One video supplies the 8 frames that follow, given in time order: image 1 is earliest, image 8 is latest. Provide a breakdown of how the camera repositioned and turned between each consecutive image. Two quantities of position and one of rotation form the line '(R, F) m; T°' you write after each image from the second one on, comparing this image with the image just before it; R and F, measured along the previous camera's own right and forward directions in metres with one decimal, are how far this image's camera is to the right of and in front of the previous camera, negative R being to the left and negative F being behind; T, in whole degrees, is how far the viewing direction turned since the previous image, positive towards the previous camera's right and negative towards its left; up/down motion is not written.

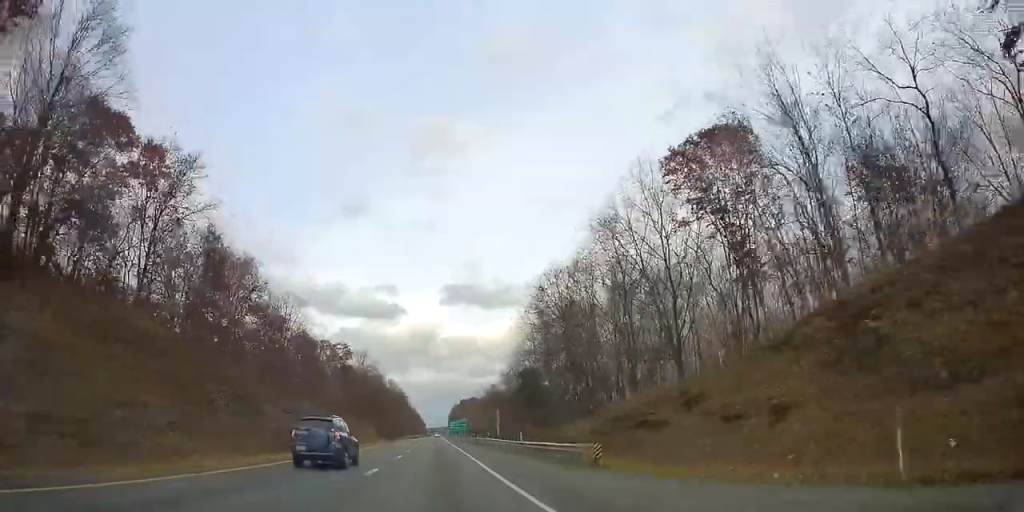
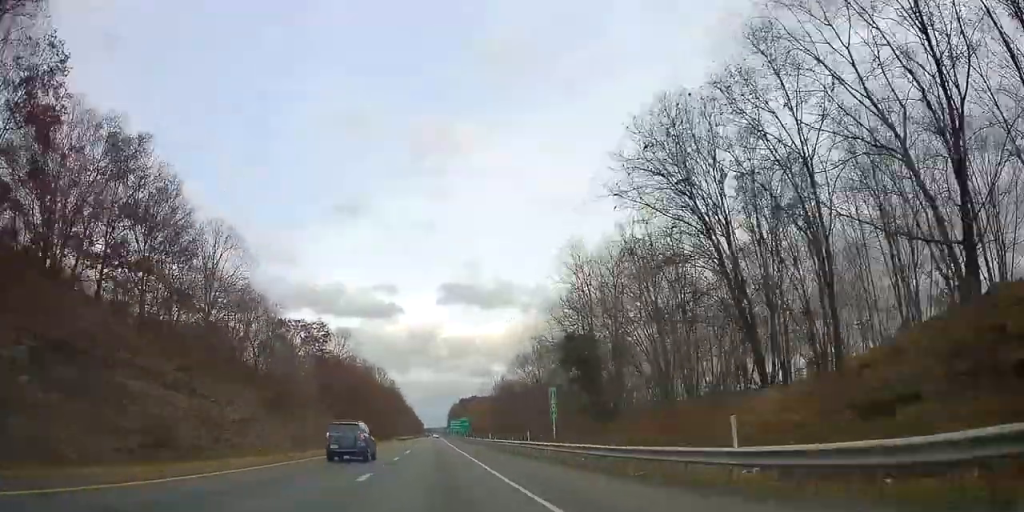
(0.0, +26.7) m; 0°
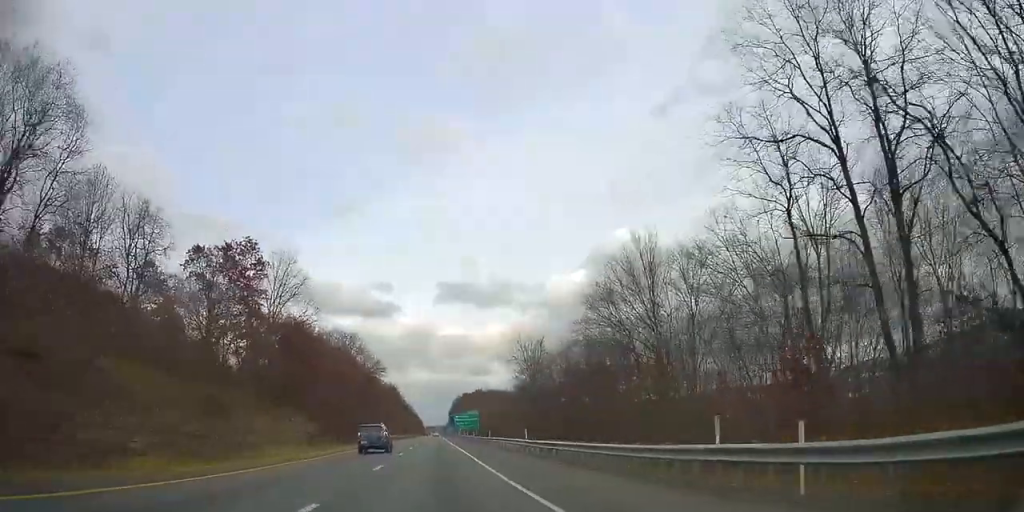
(0.0, +45.4) m; 0°
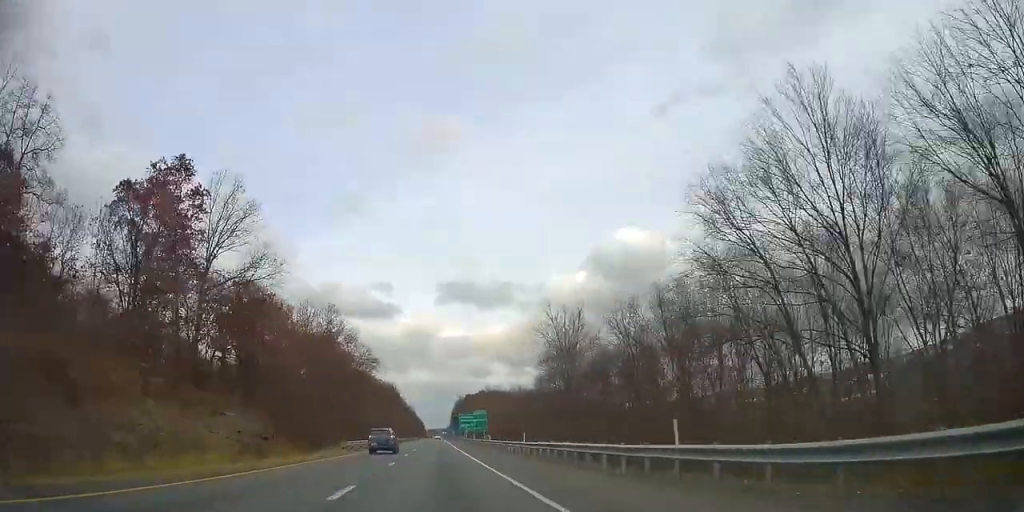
(+0.1, +20.8) m; 0°
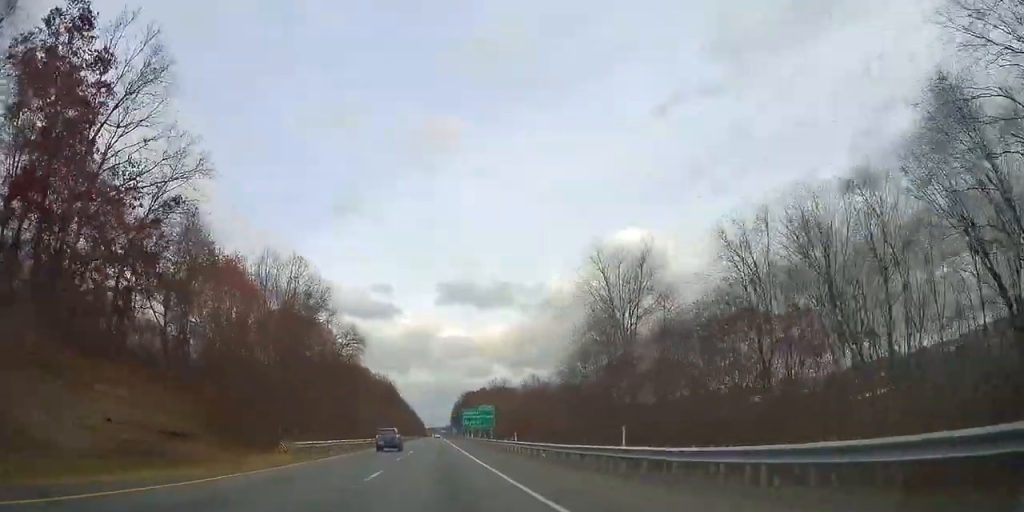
(-0.1, +18.9) m; 0°
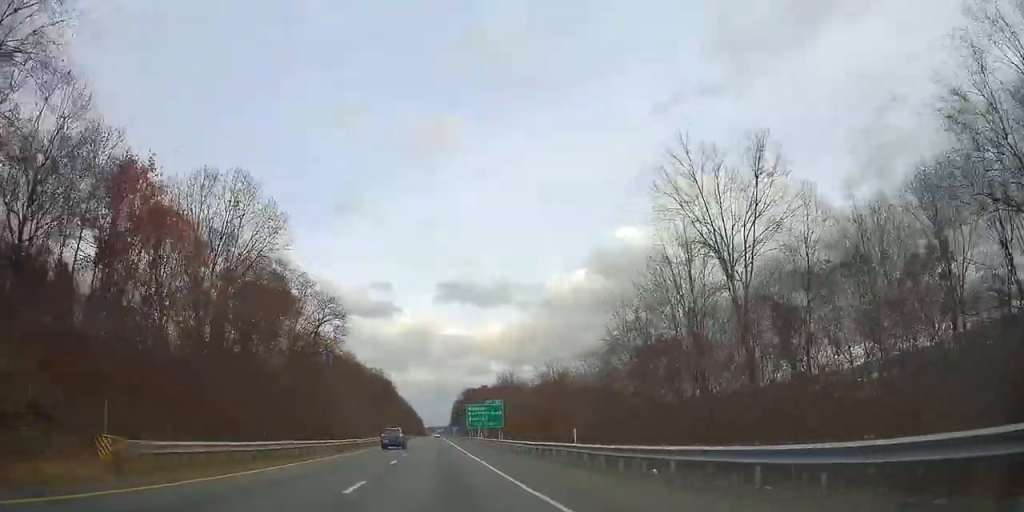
(0.0, +16.9) m; -1°
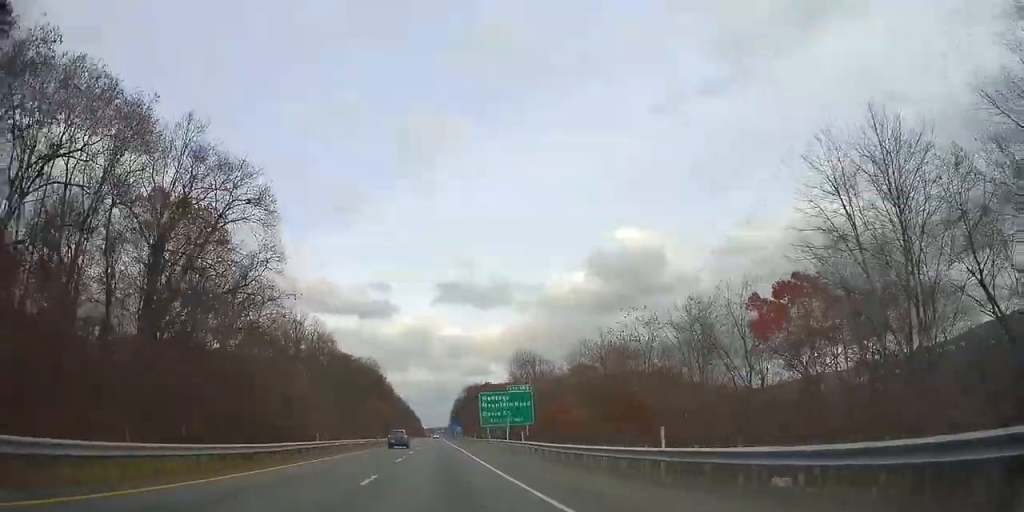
(-0.4, +33.8) m; -1°
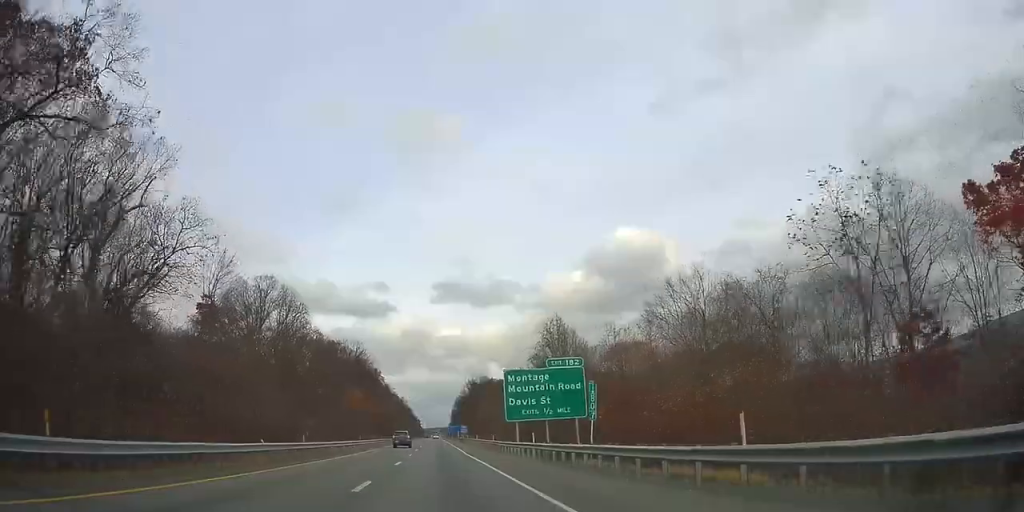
(-0.2, +26.9) m; 0°
